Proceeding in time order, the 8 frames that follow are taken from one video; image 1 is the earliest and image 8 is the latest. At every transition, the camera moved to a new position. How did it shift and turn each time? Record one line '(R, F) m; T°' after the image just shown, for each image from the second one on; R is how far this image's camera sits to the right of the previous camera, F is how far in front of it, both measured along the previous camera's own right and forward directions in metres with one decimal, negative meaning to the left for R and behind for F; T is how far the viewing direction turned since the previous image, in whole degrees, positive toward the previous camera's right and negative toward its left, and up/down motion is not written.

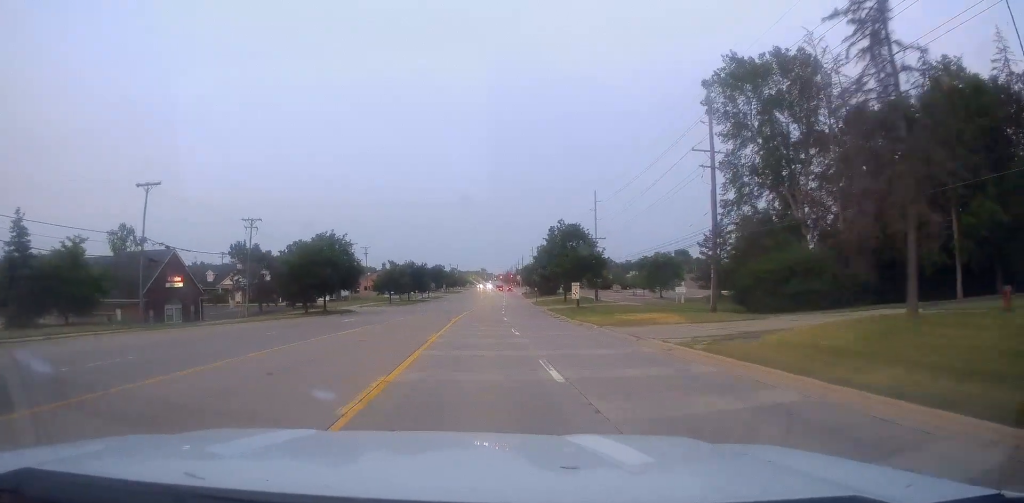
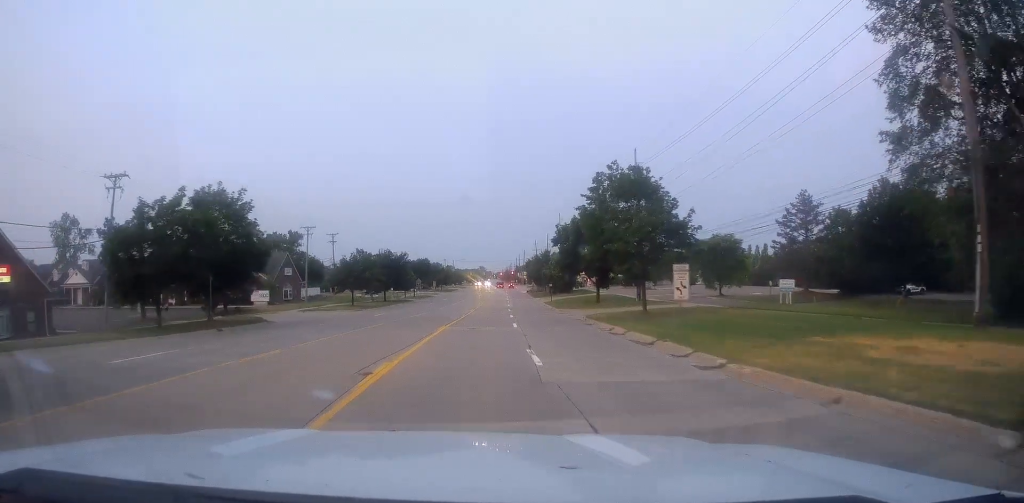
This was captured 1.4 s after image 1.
(-0.9, +26.5) m; -3°
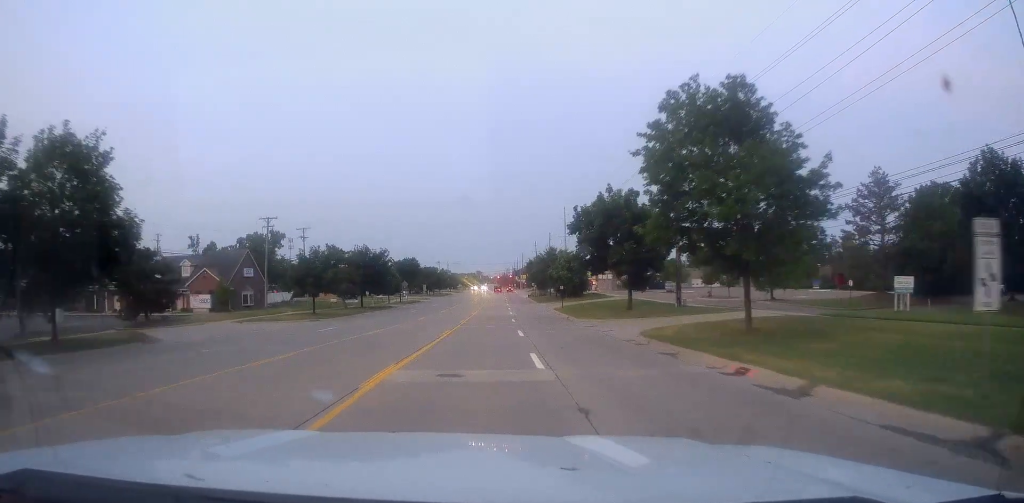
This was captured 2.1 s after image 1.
(-0.2, +14.9) m; 0°
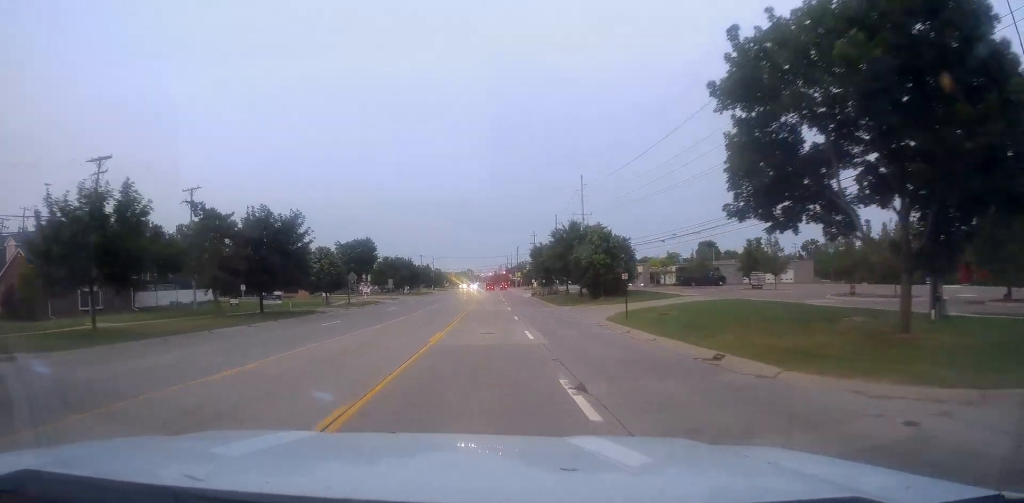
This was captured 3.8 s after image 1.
(+1.1, +32.9) m; +3°
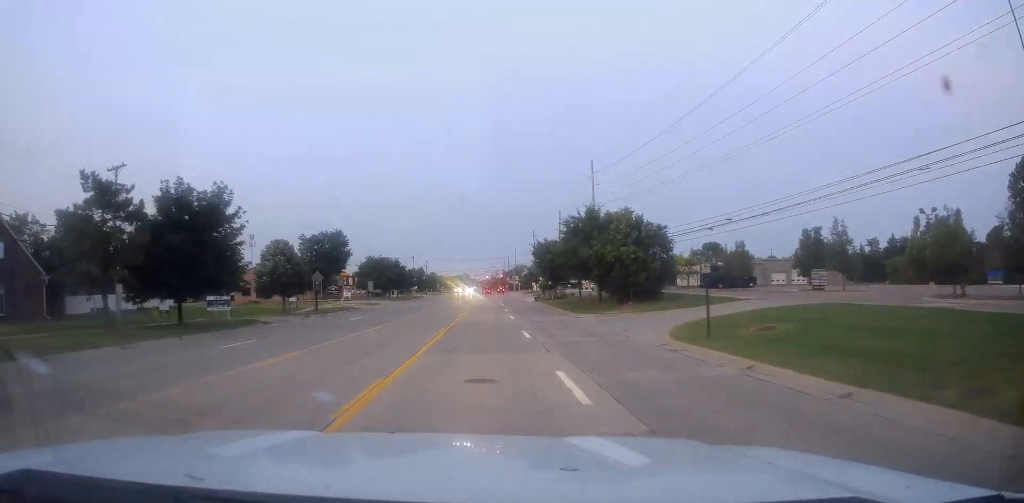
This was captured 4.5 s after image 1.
(-0.1, +13.0) m; 0°
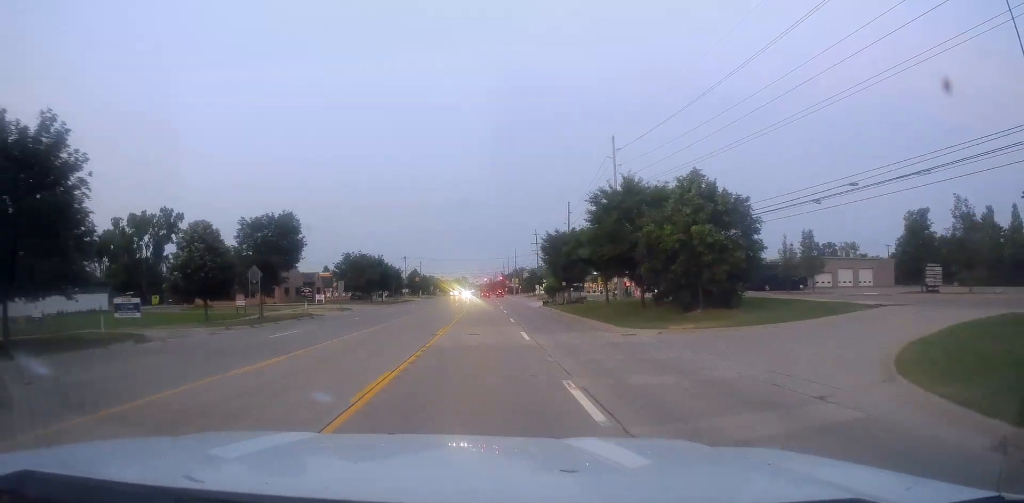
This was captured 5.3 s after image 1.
(-0.1, +15.5) m; 0°
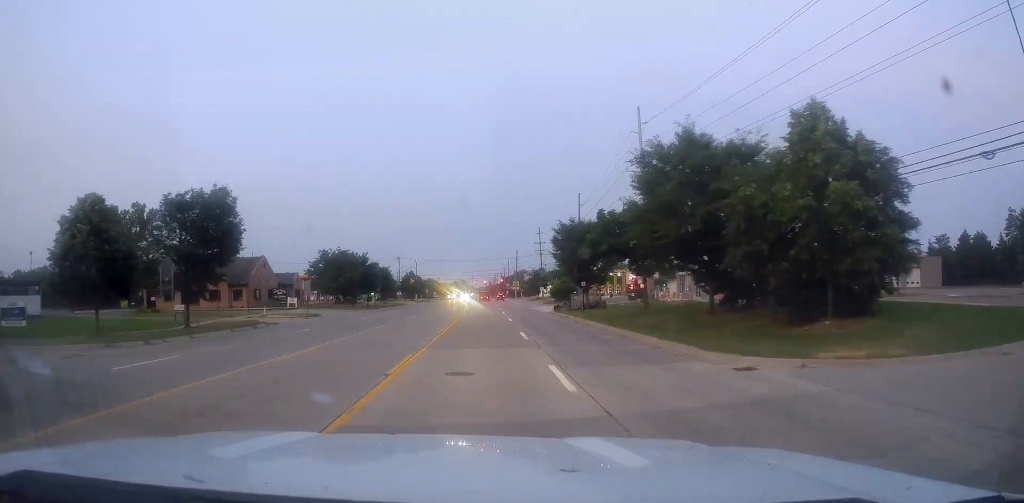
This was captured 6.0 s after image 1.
(+0.3, +12.8) m; -1°
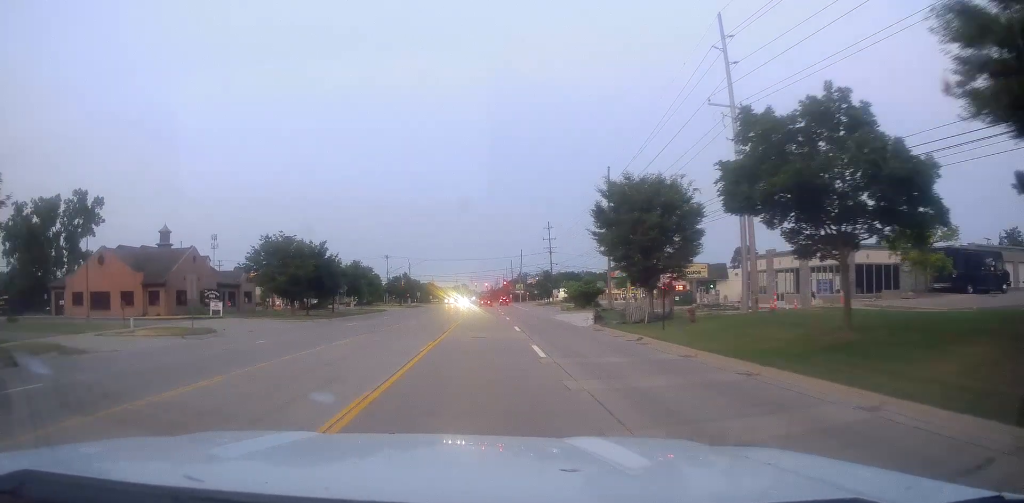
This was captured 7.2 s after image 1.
(-0.6, +22.8) m; 0°
